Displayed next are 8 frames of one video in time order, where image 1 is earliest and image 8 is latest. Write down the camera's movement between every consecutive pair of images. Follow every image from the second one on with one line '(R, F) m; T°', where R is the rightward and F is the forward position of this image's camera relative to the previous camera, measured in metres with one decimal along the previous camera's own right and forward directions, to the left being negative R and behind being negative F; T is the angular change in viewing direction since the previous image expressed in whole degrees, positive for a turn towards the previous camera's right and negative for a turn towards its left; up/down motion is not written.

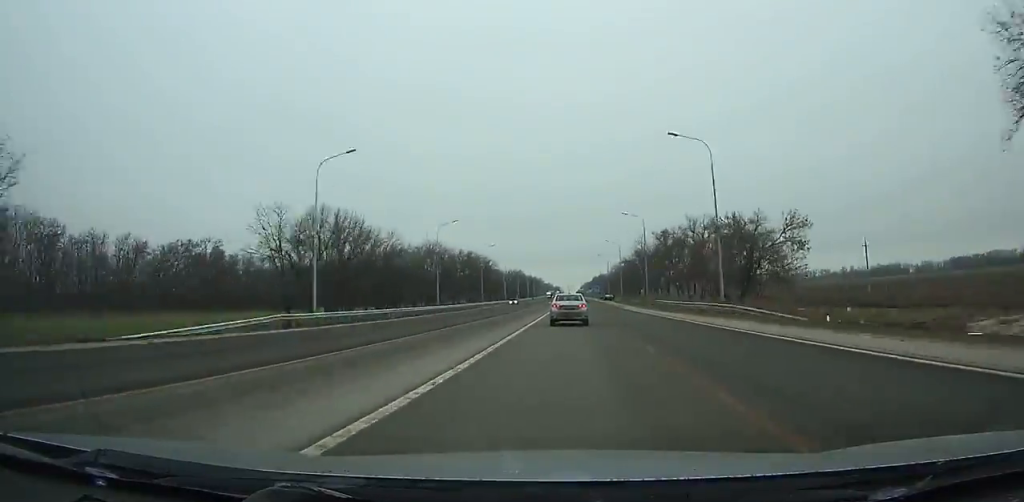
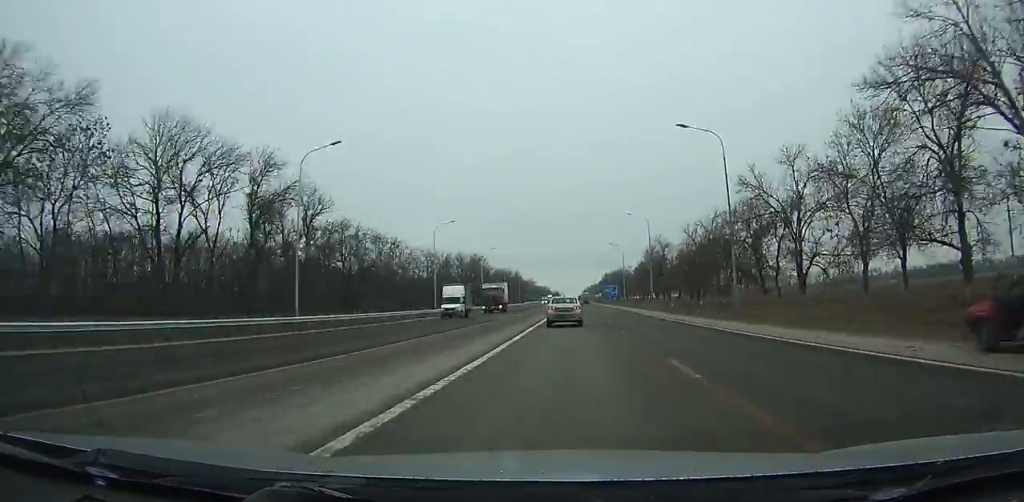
(-0.3, +122.4) m; 0°
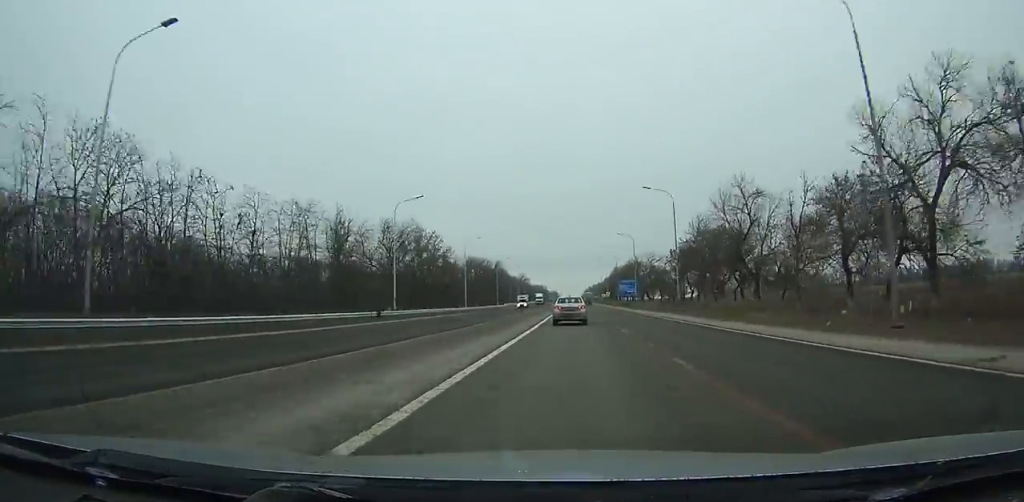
(+0.1, +58.7) m; 0°
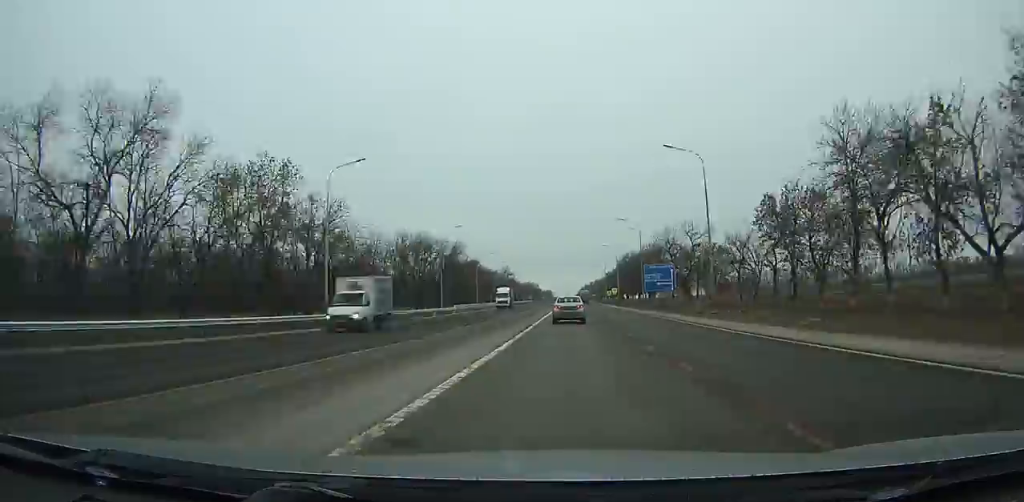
(+0.2, +55.5) m; 0°
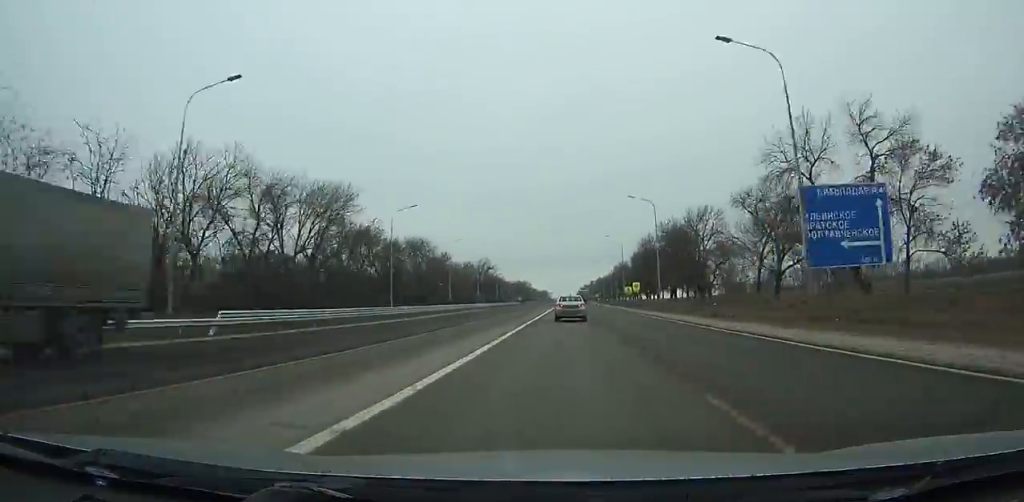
(+0.1, +57.9) m; 0°
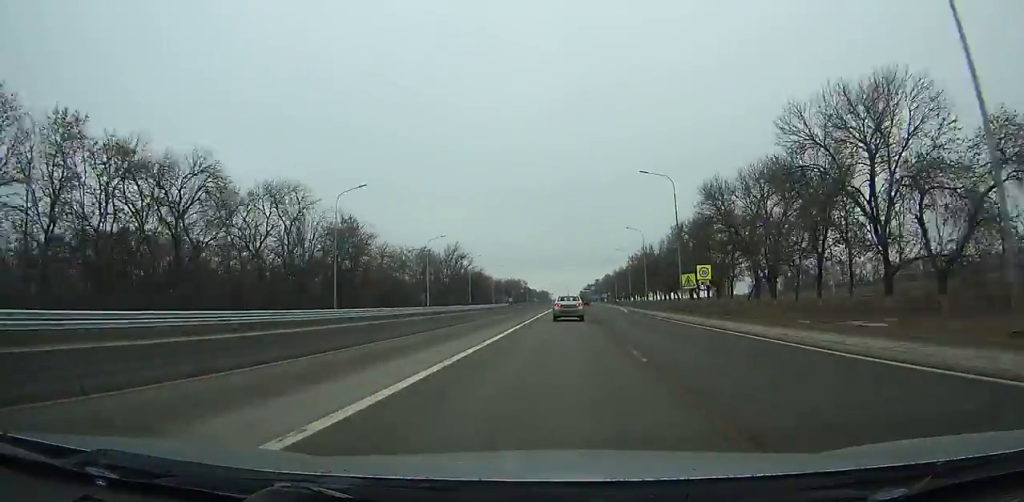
(0.0, +52.2) m; 0°
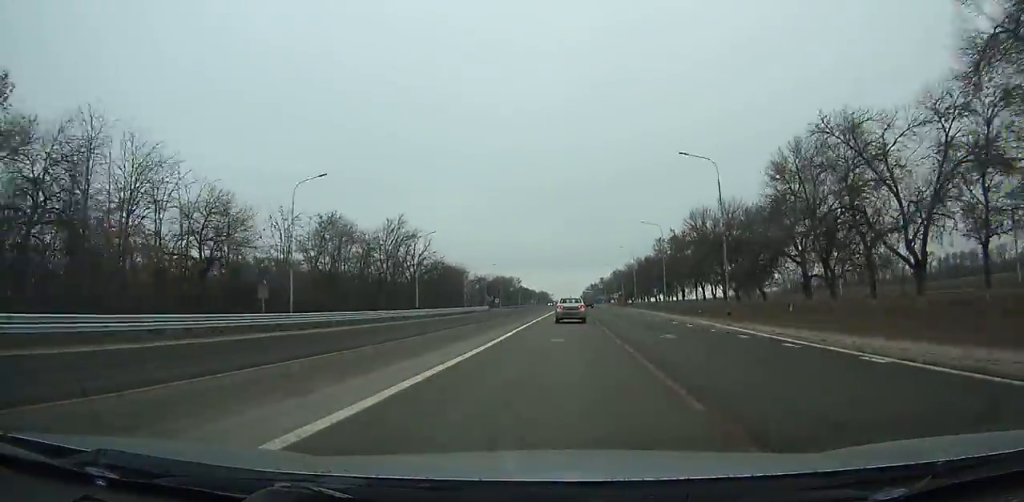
(0.0, +46.5) m; 0°
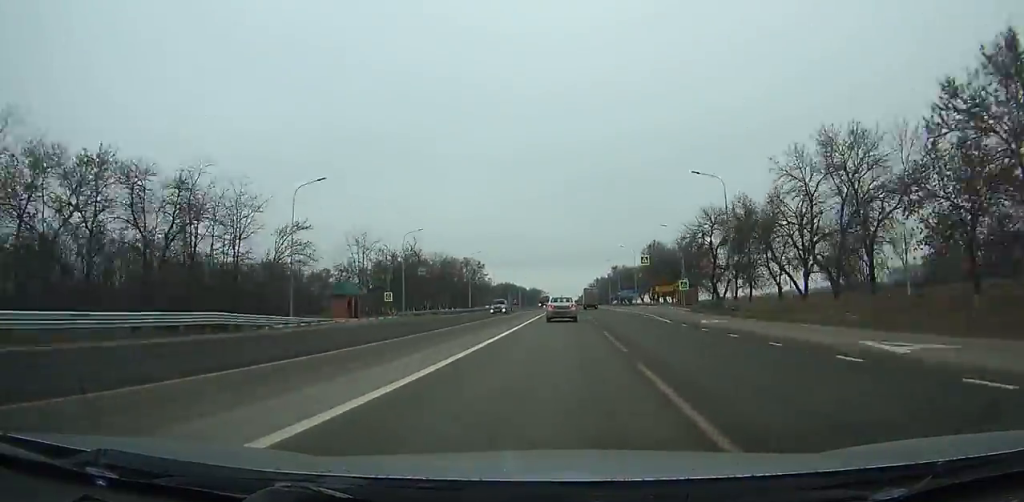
(-0.1, +111.8) m; 0°
